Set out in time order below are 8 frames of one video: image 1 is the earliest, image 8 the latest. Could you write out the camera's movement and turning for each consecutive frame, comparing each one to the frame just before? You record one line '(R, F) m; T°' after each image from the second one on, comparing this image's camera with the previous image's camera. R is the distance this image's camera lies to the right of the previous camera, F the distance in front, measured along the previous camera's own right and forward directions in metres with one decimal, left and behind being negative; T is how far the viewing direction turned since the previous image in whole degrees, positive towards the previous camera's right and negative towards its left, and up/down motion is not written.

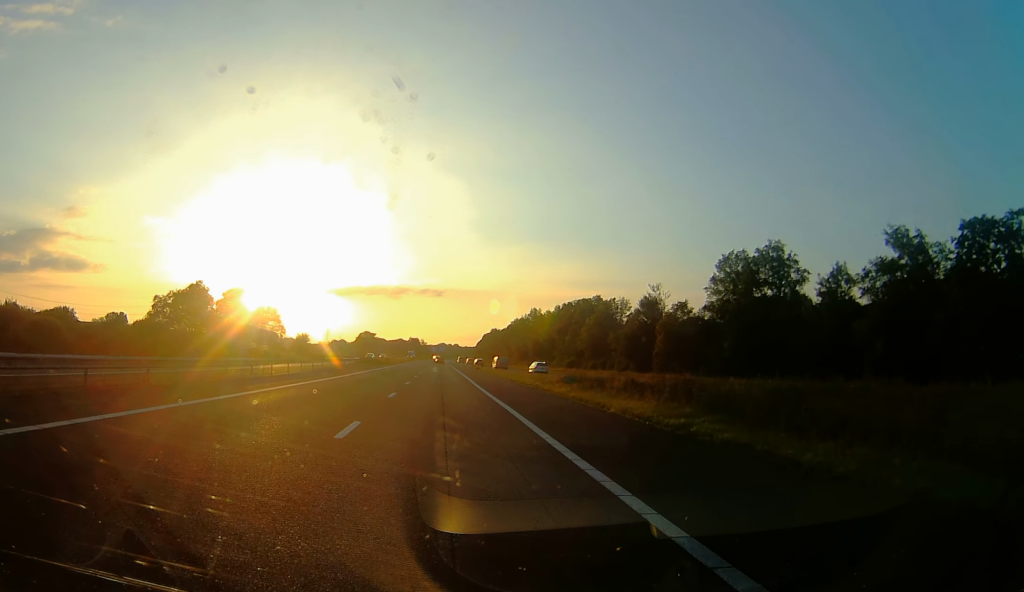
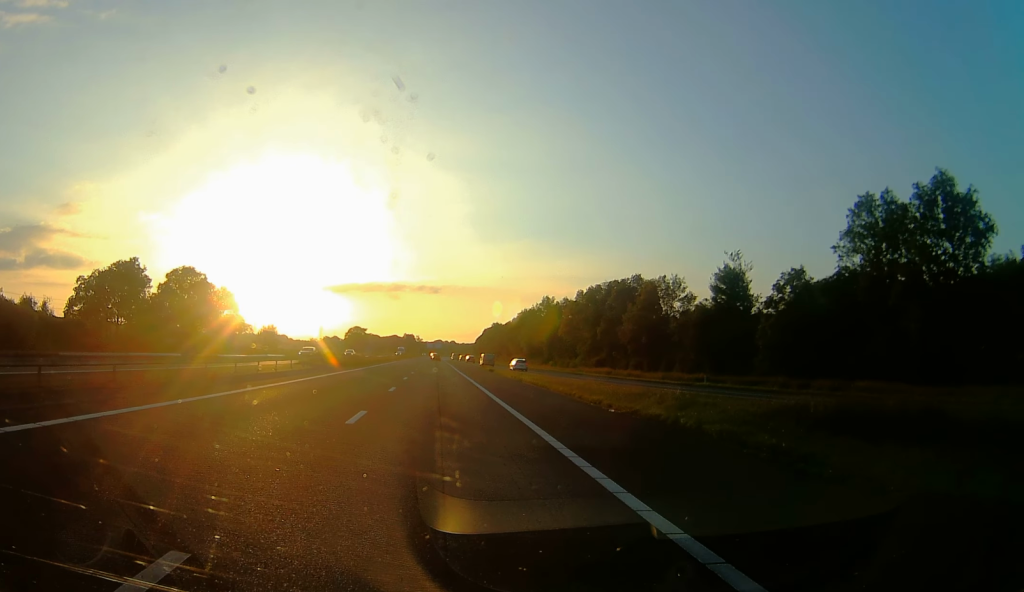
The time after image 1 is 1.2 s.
(+0.4, +34.1) m; +1°
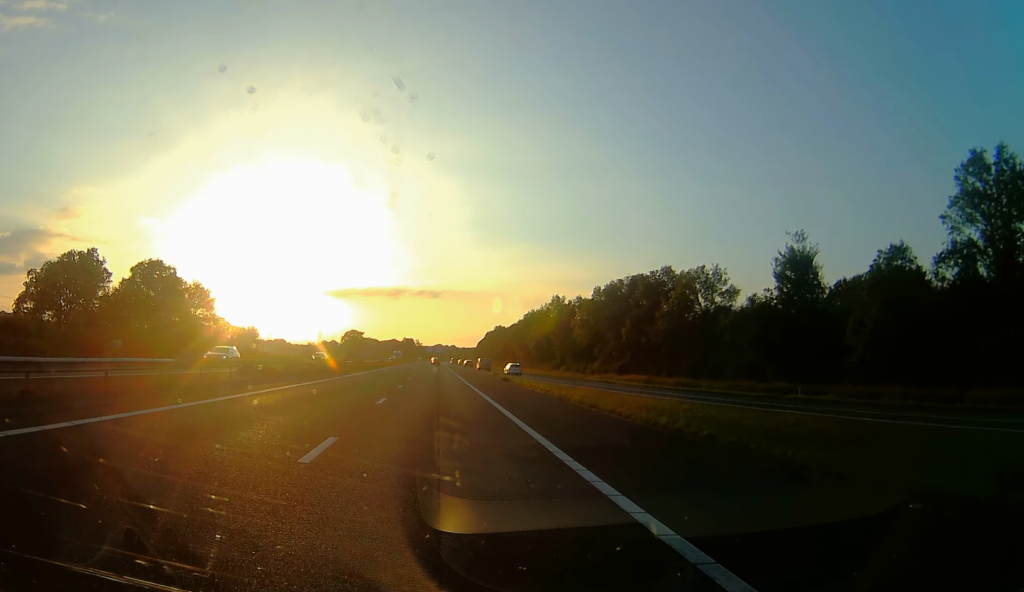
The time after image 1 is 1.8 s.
(0.0, +16.5) m; 0°
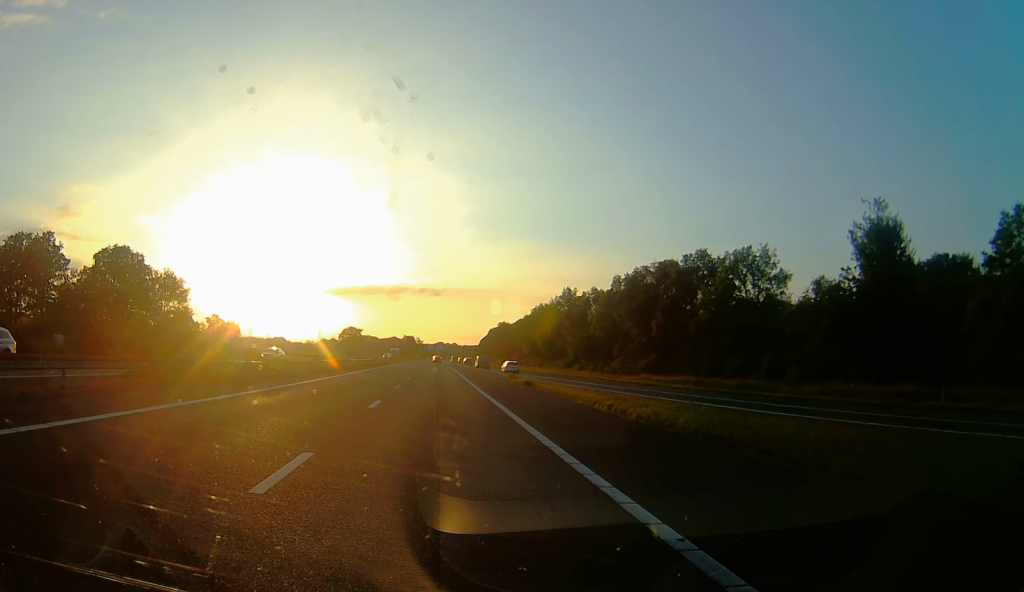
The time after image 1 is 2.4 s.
(0.0, +14.3) m; 0°
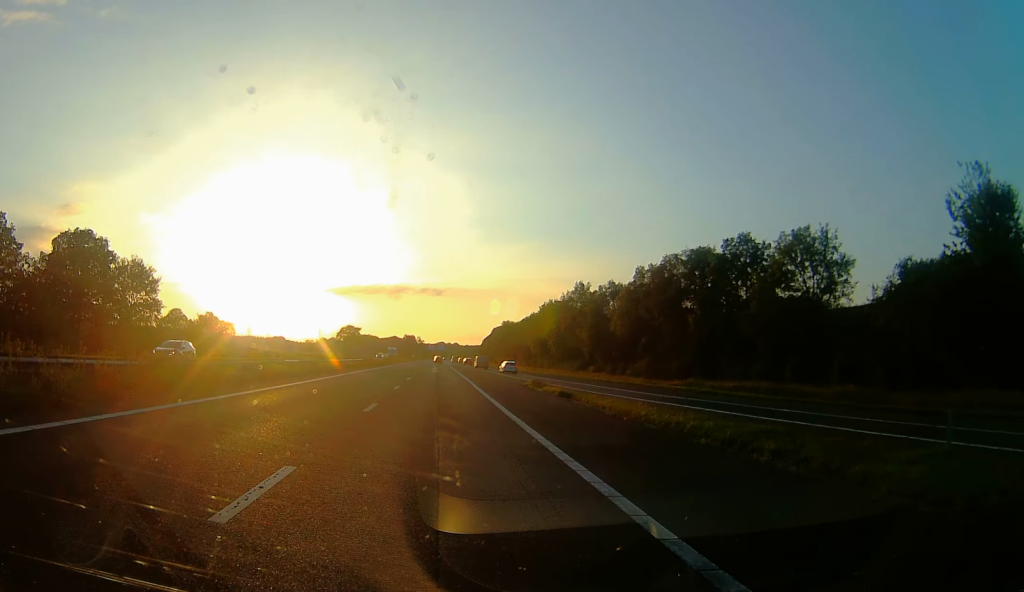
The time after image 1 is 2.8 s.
(0.0, +13.2) m; 0°
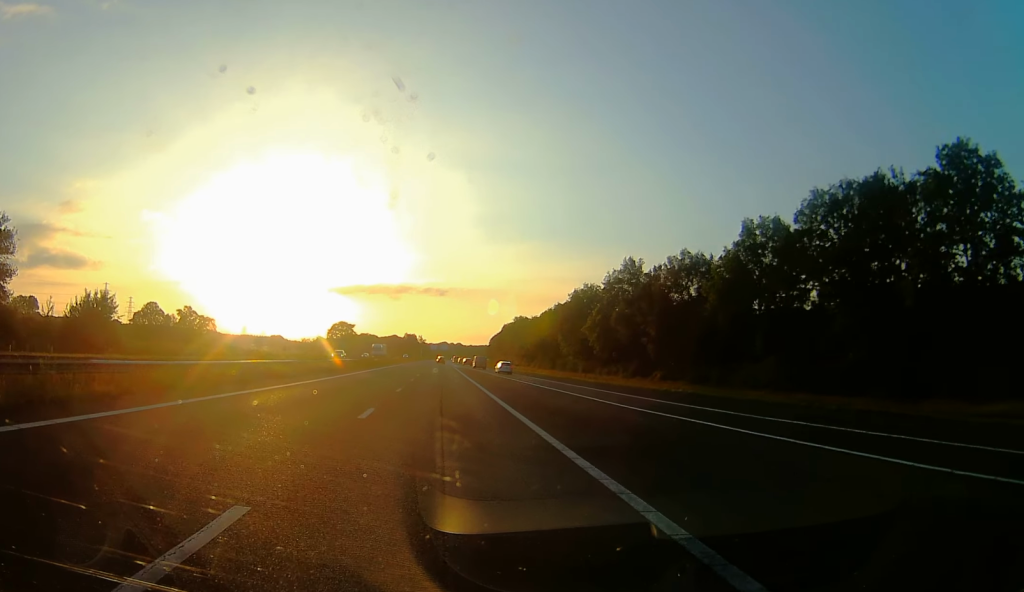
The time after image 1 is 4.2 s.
(-0.3, +38.4) m; -2°
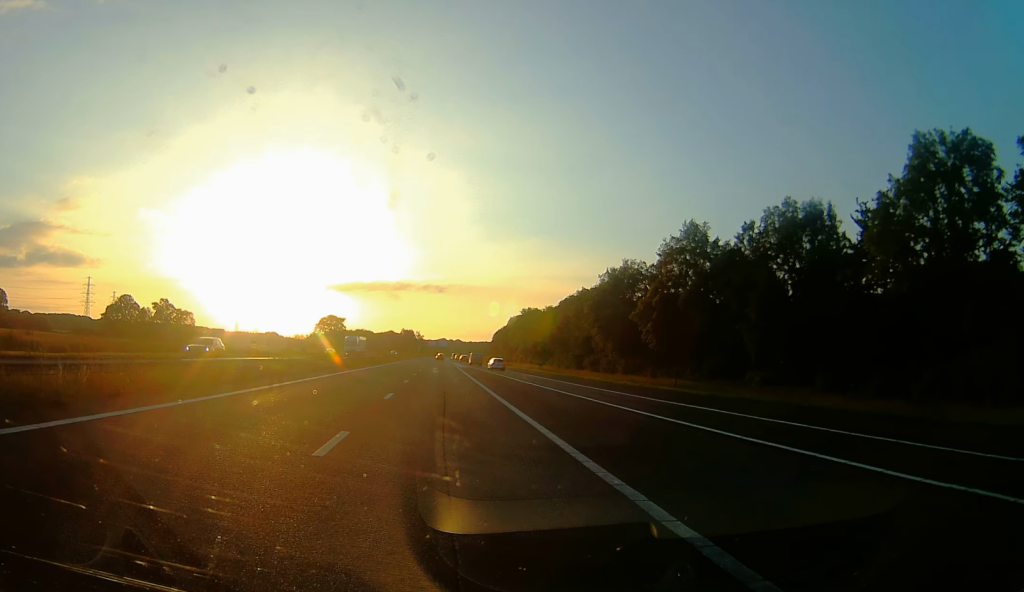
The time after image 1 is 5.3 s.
(-0.4, +29.5) m; 0°
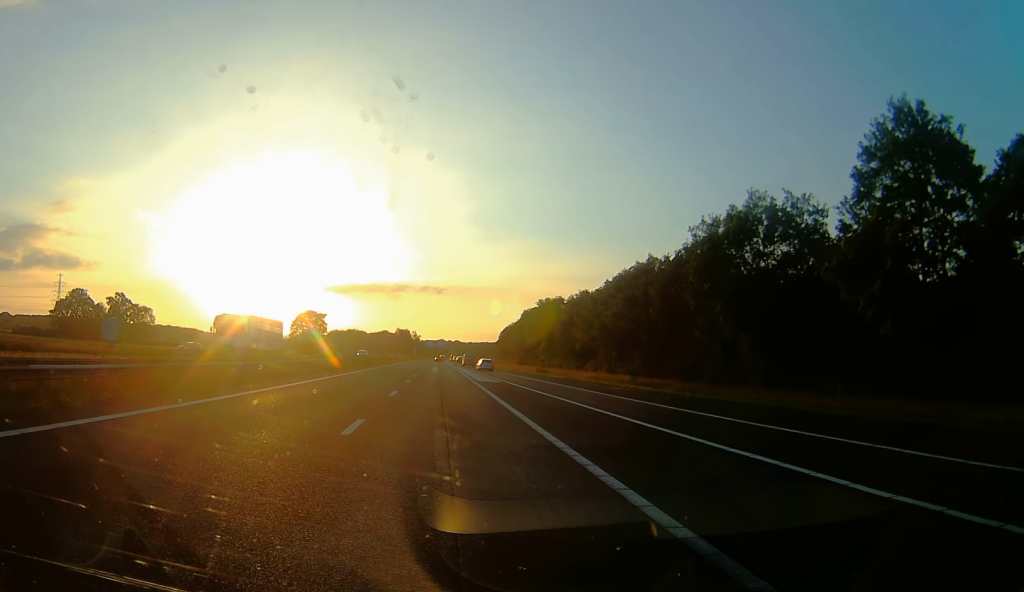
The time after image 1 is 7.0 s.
(+0.8, +45.0) m; +2°
